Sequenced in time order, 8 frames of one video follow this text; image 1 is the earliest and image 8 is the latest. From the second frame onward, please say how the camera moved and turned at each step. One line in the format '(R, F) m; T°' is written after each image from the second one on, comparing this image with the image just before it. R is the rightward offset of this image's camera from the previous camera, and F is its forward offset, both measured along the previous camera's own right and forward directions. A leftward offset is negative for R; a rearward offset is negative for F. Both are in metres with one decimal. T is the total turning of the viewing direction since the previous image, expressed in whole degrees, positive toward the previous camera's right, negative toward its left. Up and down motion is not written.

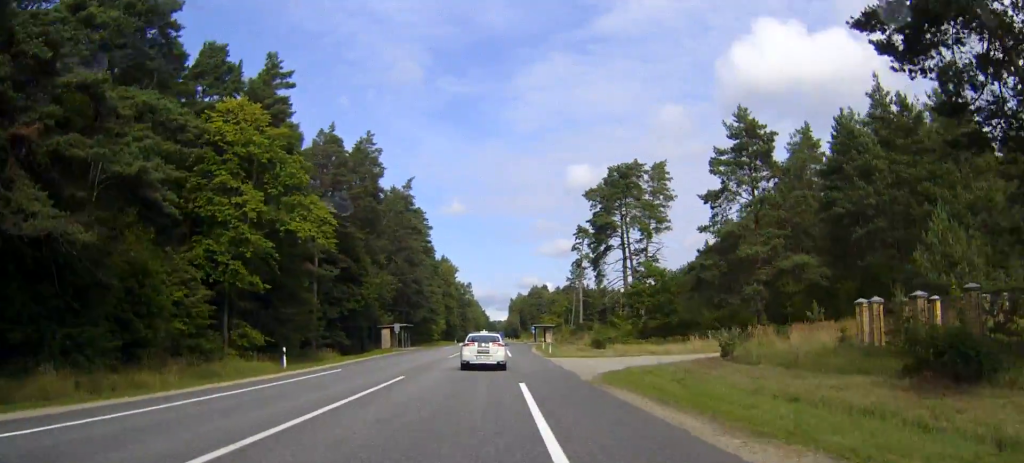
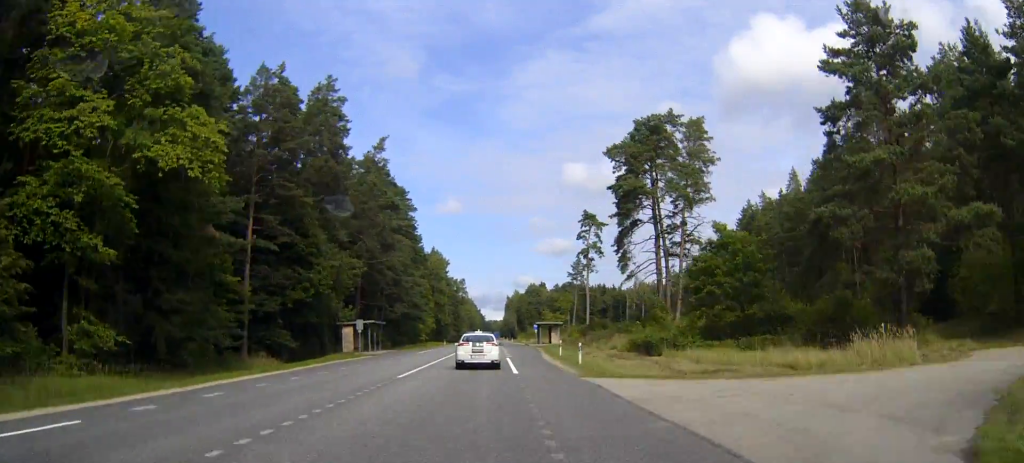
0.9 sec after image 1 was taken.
(0.0, +23.9) m; 0°
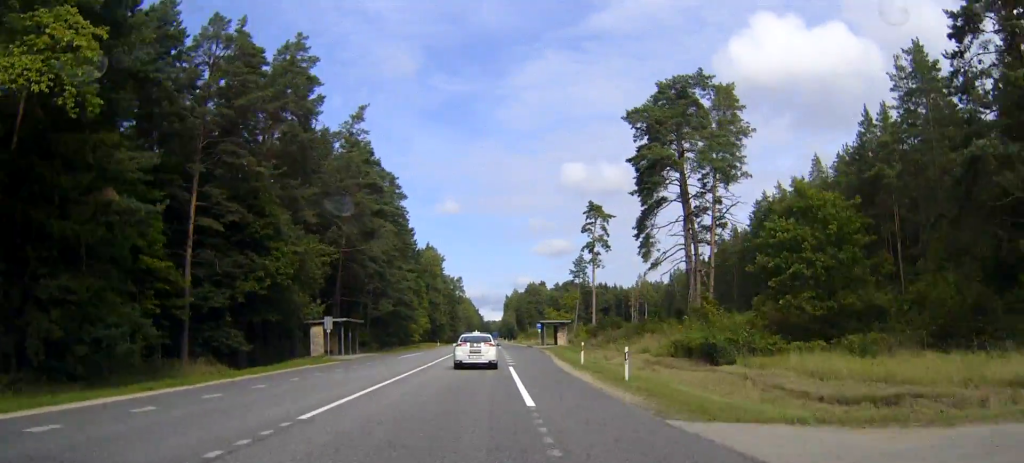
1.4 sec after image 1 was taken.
(0.0, +13.4) m; 0°
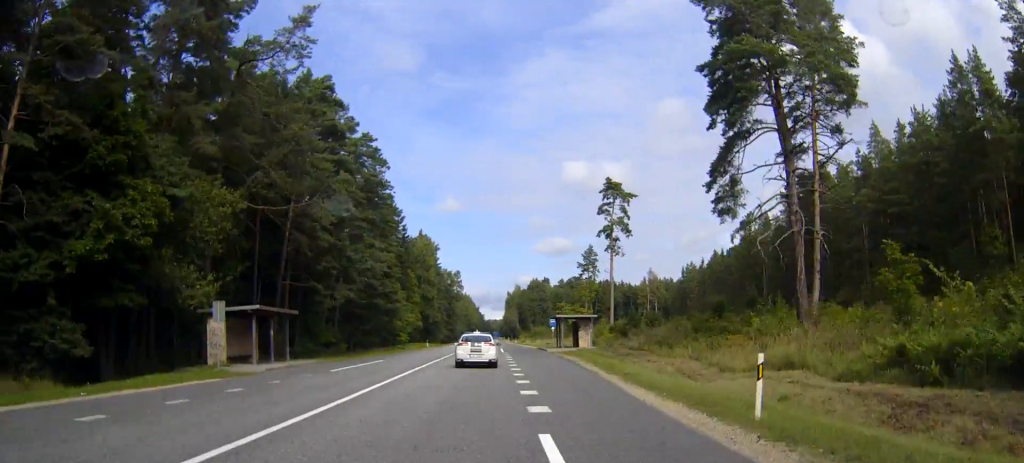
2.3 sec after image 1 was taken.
(0.0, +25.1) m; -1°
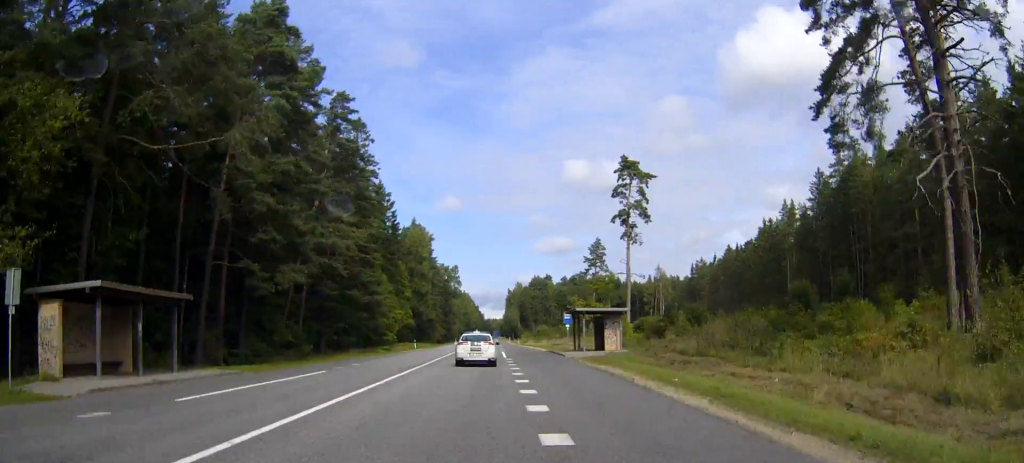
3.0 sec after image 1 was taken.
(0.0, +17.6) m; -1°
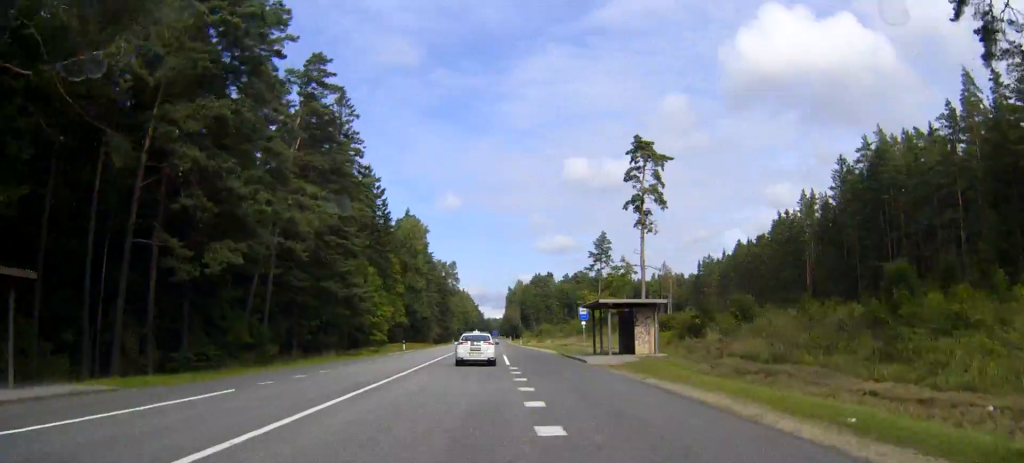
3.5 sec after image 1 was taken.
(-0.3, +11.6) m; -1°
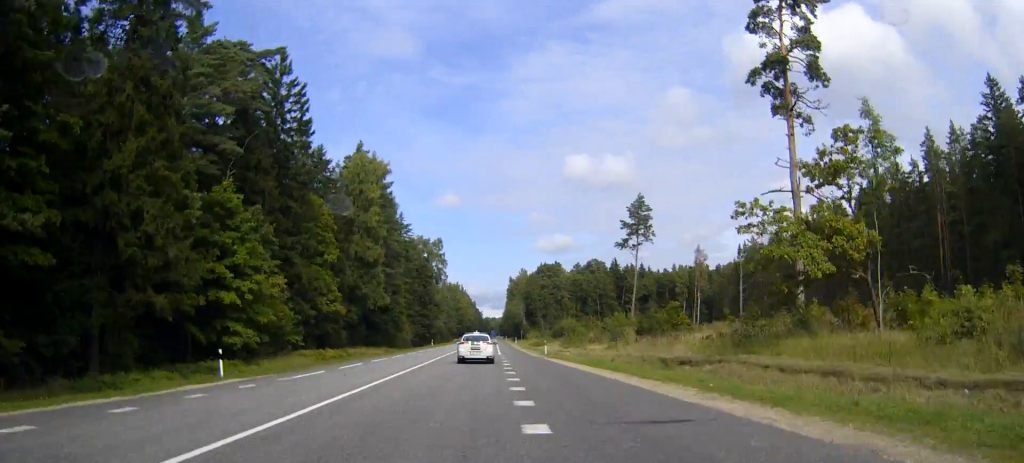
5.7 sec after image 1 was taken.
(-0.7, +55.6) m; -1°
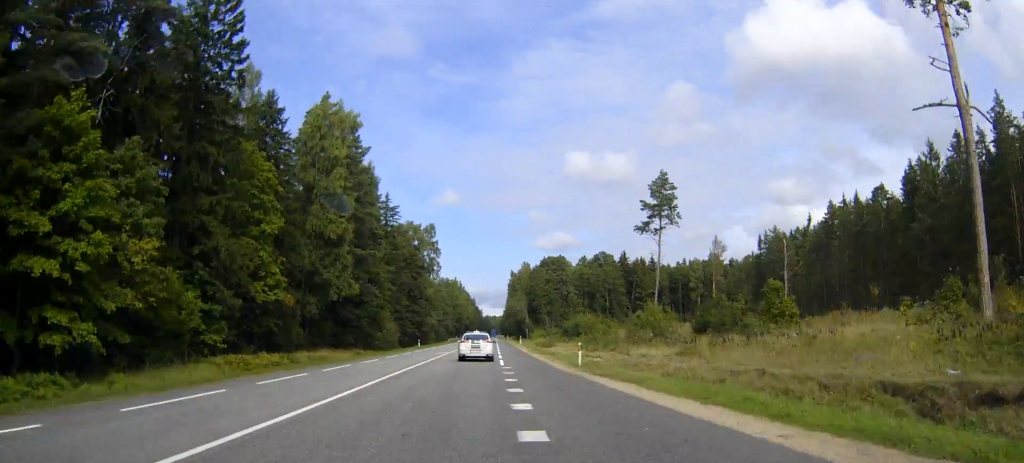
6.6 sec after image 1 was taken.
(0.0, +19.8) m; +2°
